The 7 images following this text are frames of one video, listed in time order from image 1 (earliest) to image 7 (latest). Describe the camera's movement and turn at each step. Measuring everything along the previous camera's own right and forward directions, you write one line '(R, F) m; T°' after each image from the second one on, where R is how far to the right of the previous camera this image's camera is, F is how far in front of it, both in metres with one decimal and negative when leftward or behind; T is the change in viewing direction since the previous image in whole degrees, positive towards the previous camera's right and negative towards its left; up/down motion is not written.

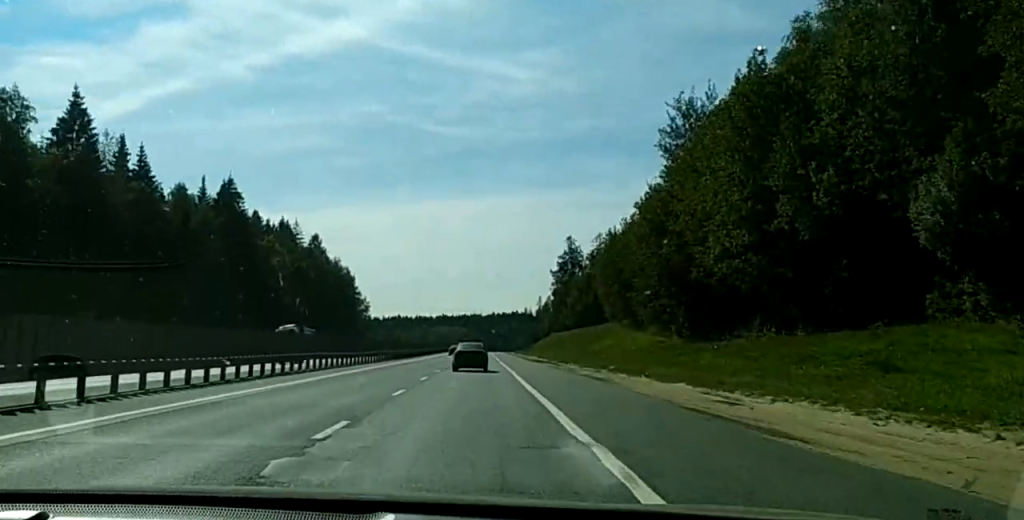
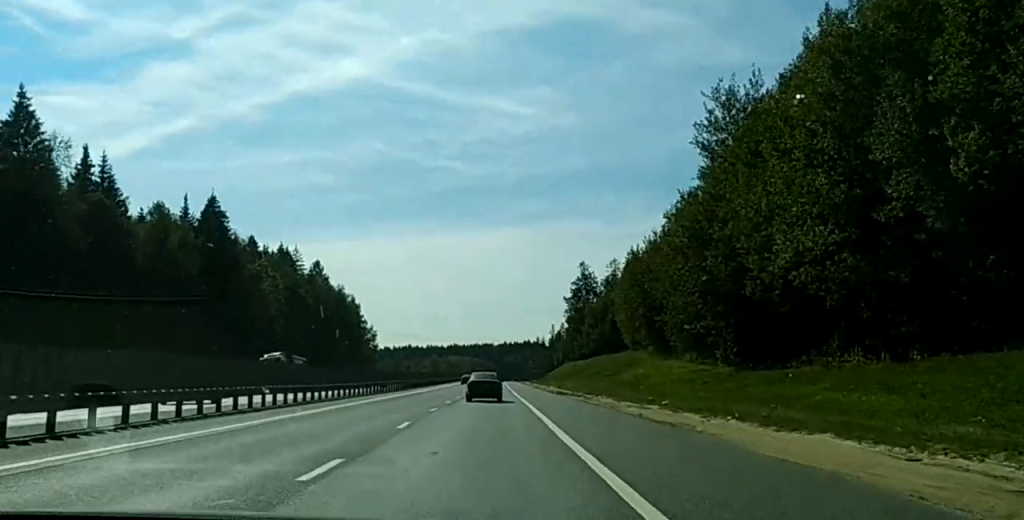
(+0.1, +13.7) m; 0°
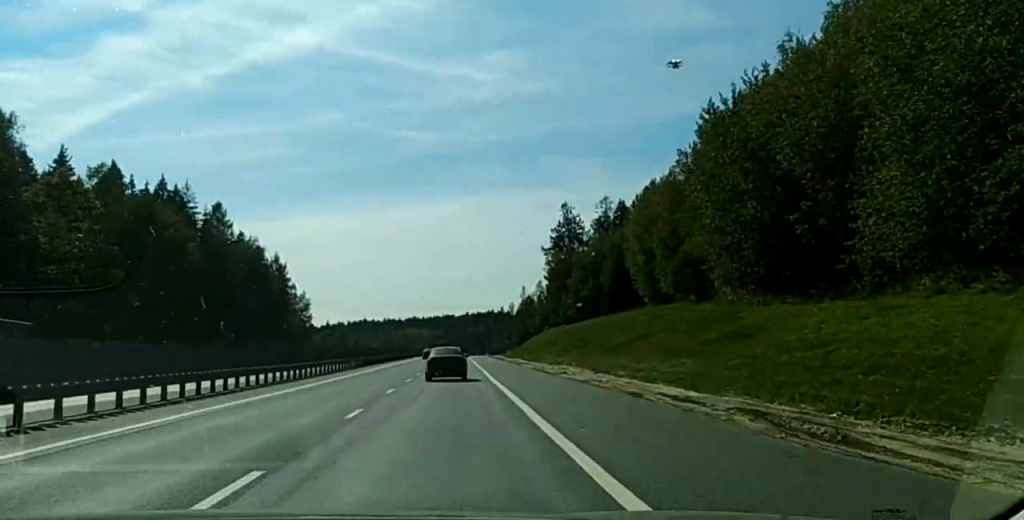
(+0.3, +59.7) m; 0°
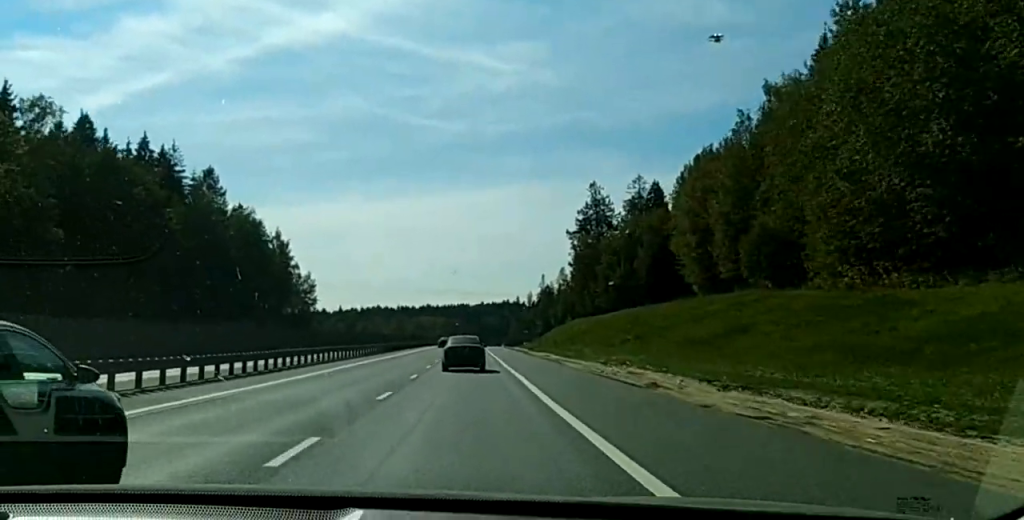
(-0.1, +21.1) m; -1°
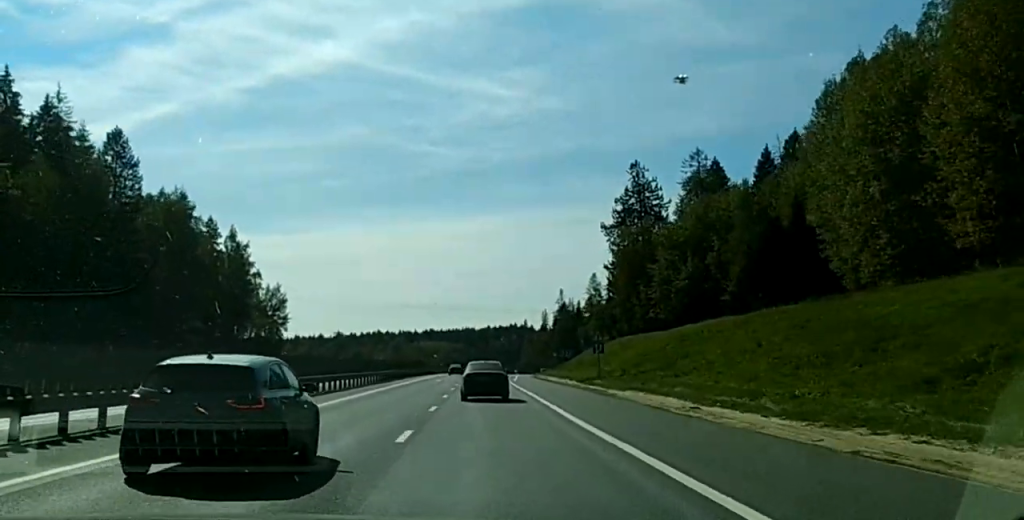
(-0.2, +50.7) m; 0°
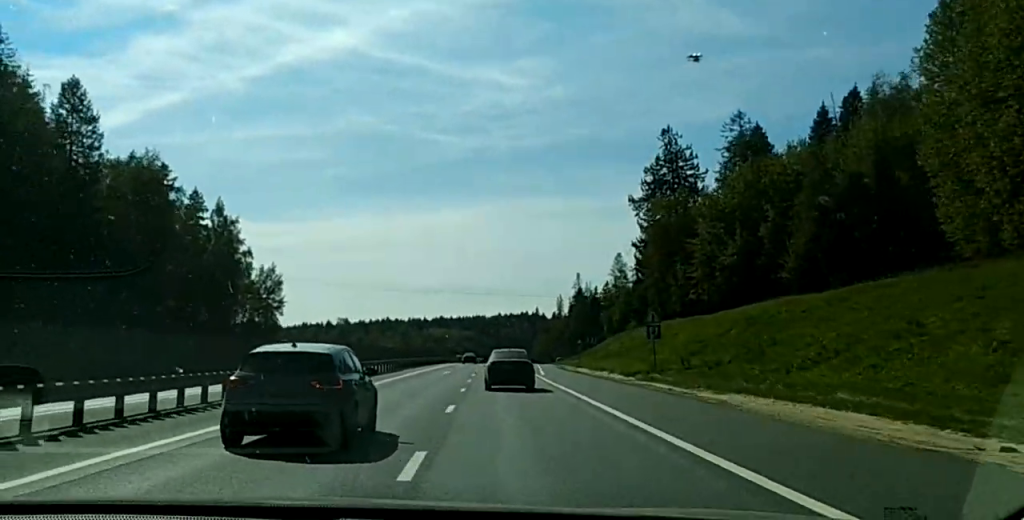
(-0.1, +18.6) m; 0°
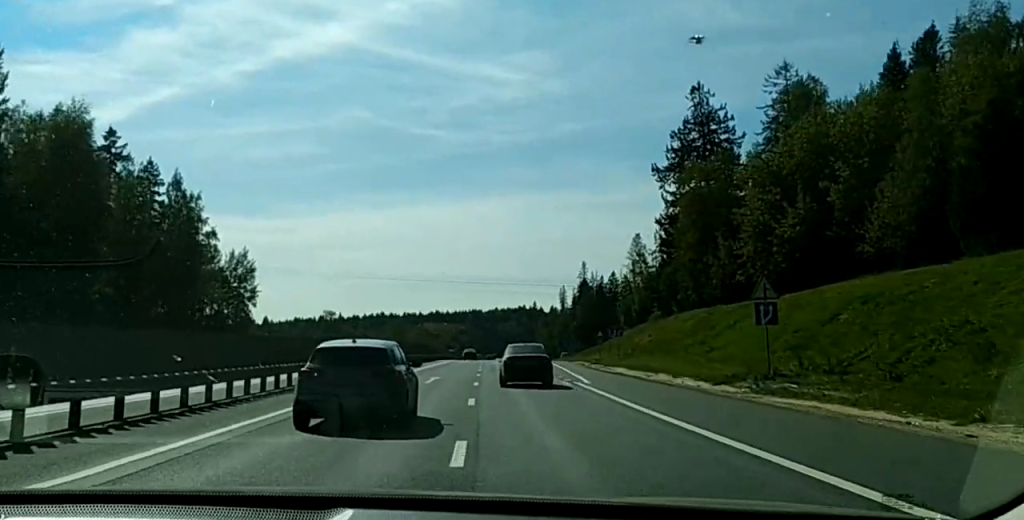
(0.0, +22.3) m; 0°
